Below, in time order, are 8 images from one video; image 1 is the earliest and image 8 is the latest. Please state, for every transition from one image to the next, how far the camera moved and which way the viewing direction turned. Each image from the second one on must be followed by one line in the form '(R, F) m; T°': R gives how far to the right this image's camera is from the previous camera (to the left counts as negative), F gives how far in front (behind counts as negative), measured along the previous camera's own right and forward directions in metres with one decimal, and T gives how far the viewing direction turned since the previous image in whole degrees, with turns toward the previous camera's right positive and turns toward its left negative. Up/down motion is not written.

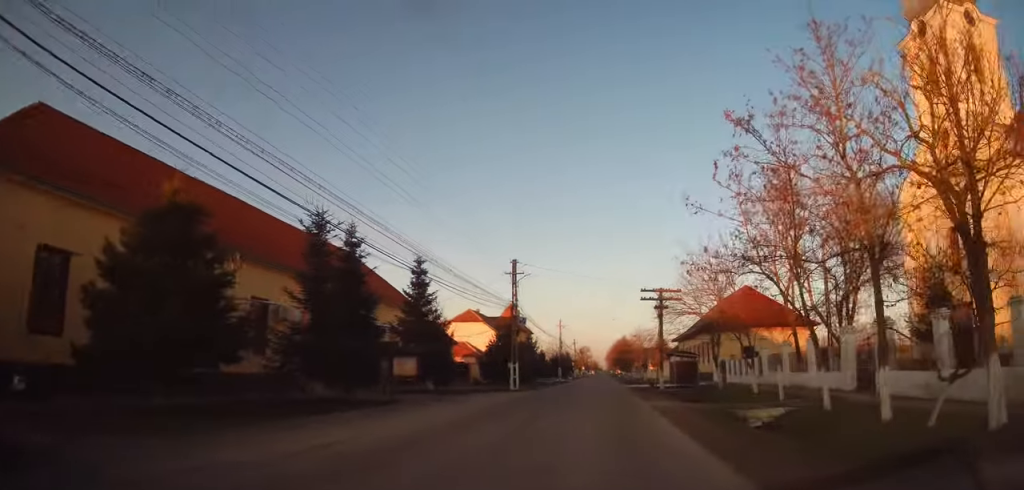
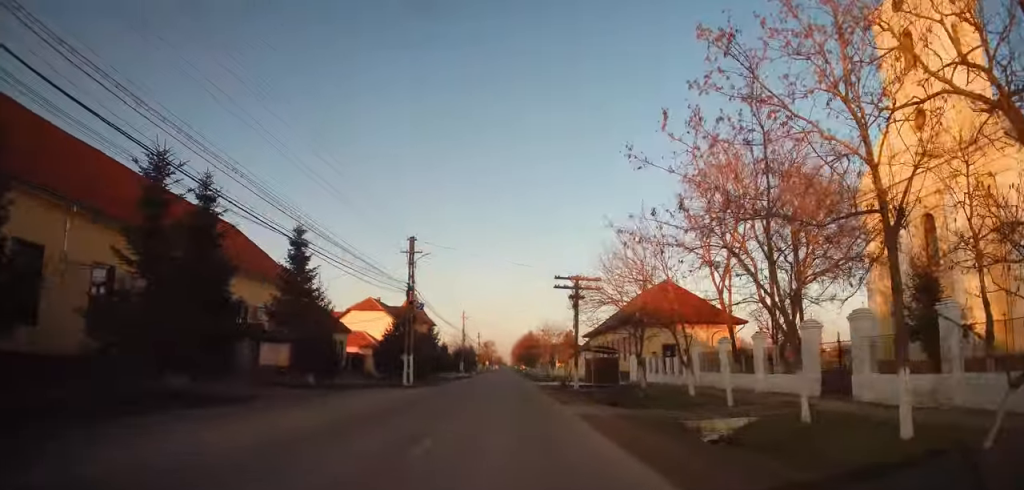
(+0.3, +3.3) m; +11°
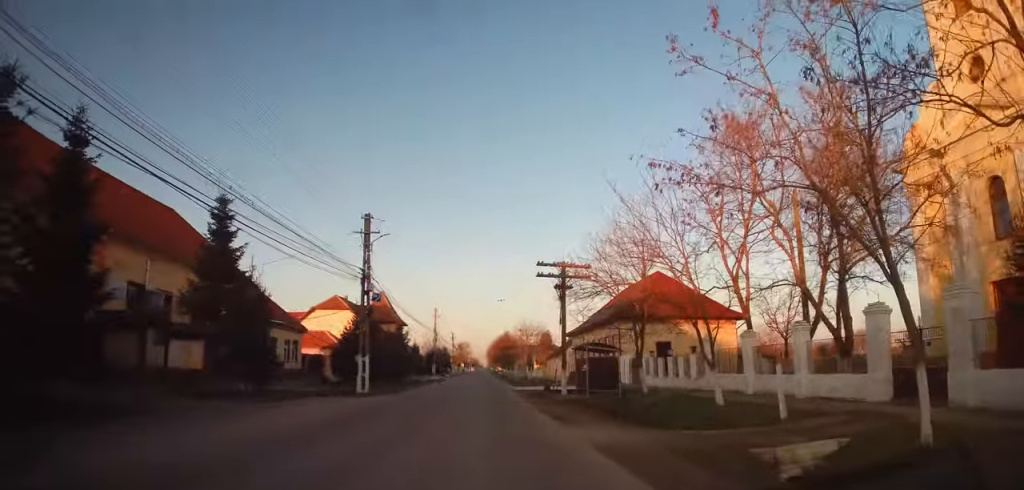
(+0.4, +4.4) m; +6°
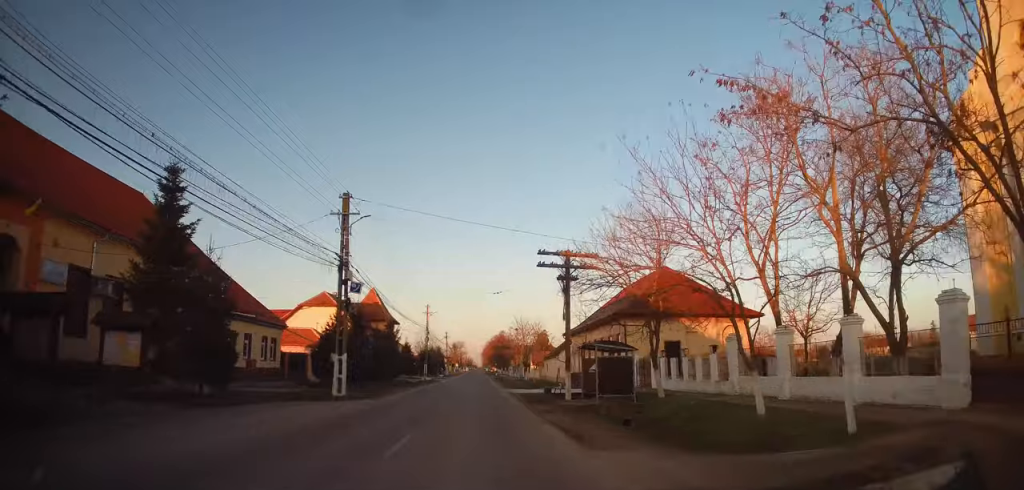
(+0.1, +3.0) m; +1°
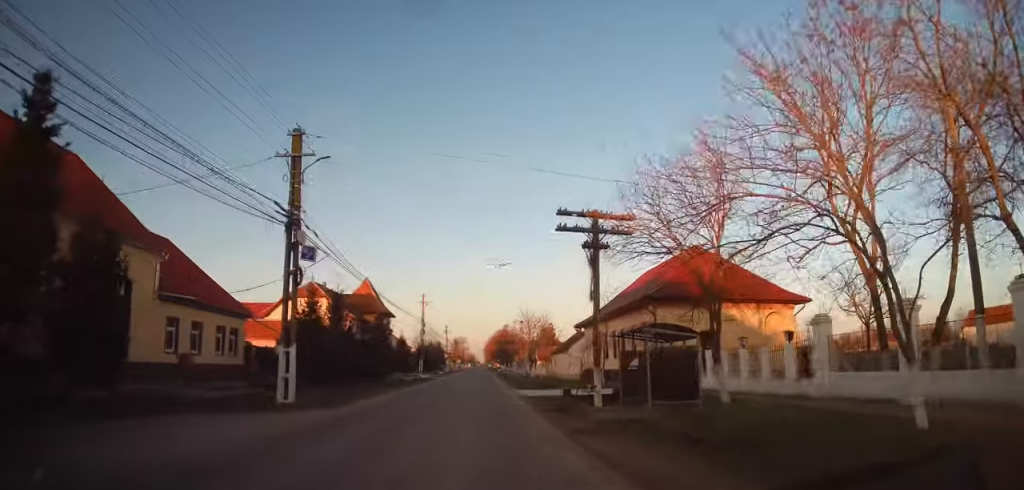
(-0.3, +5.8) m; -2°
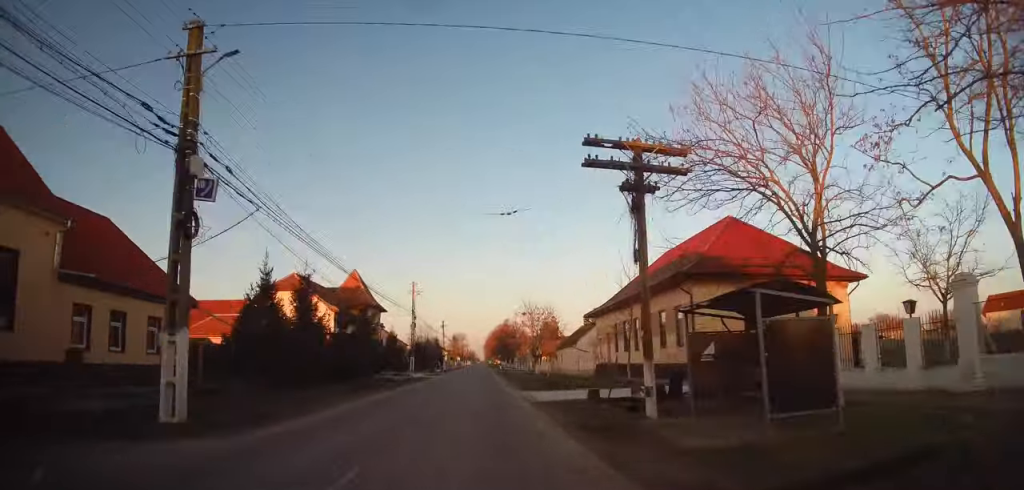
(0.0, +5.3) m; +2°
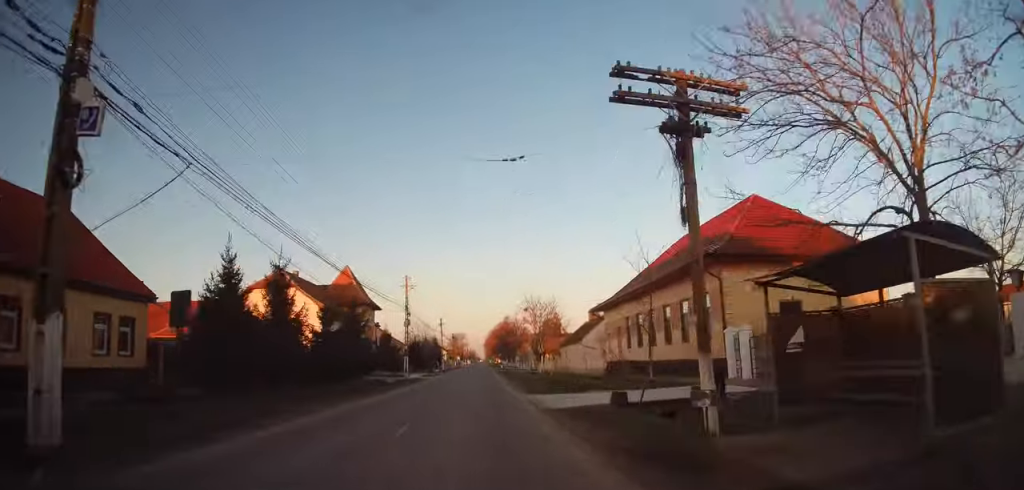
(+0.1, +3.2) m; -1°
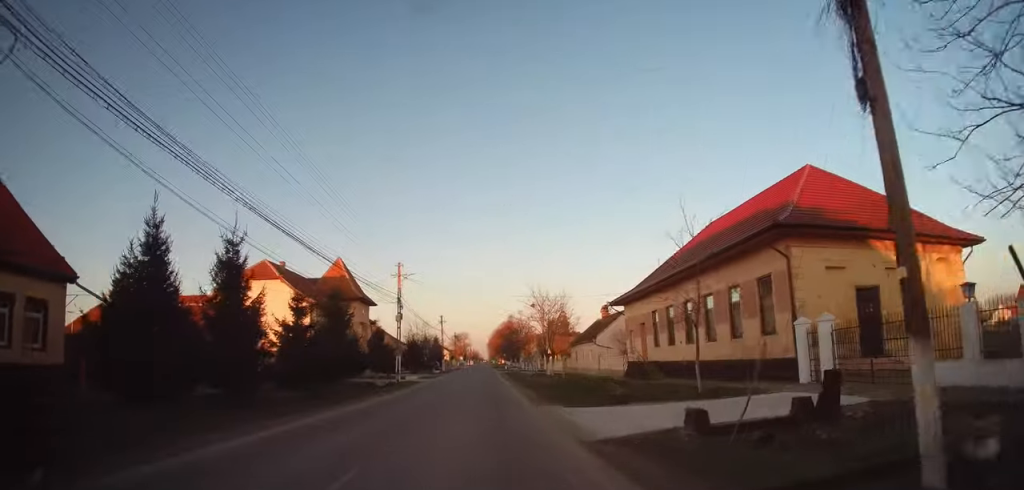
(+0.2, +4.9) m; -1°
